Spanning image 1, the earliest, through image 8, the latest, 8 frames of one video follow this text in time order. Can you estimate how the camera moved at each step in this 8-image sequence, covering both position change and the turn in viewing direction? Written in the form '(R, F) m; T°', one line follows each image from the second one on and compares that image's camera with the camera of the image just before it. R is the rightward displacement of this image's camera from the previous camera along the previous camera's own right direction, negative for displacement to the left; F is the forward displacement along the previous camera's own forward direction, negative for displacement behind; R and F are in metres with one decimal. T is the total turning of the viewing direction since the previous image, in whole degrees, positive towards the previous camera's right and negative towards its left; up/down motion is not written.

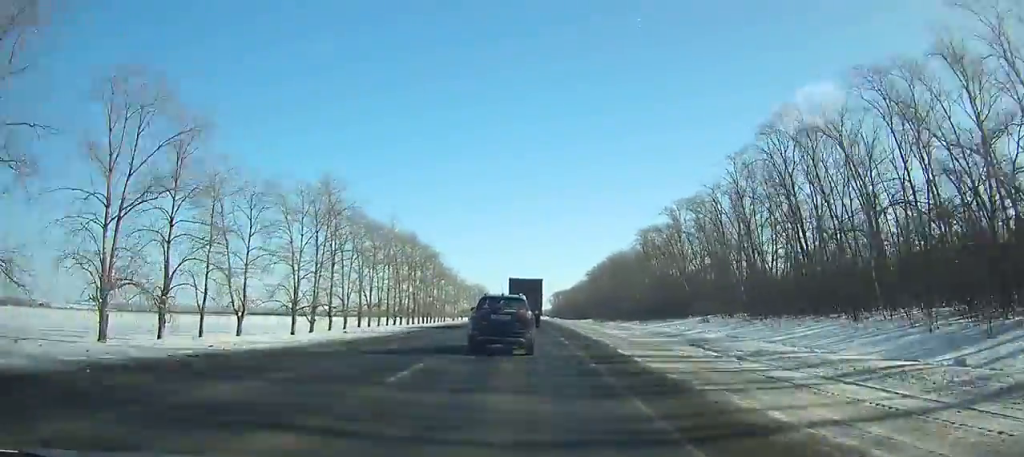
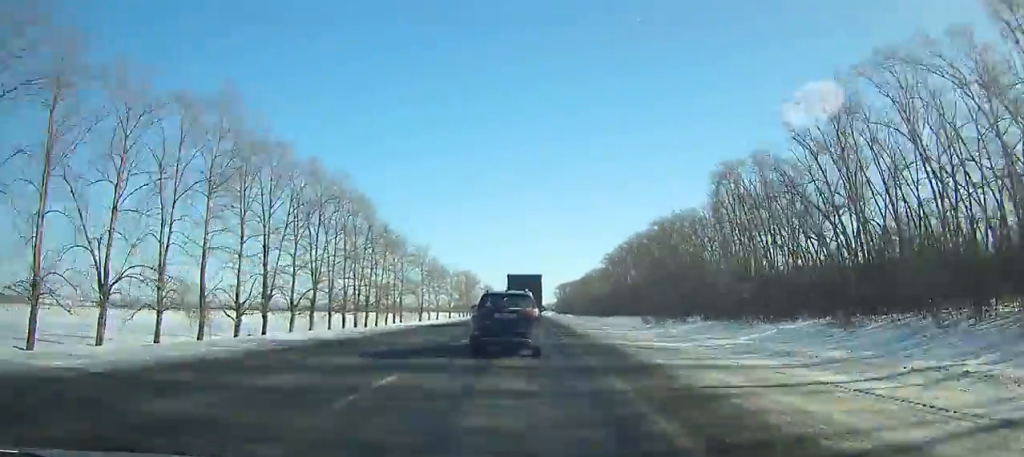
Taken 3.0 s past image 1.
(-0.1, +61.5) m; 0°
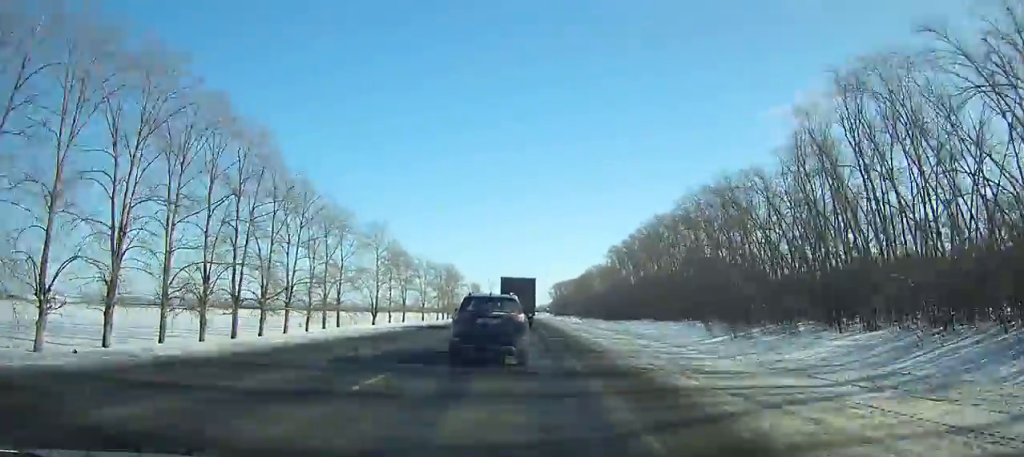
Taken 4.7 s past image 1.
(0.0, +34.5) m; 0°
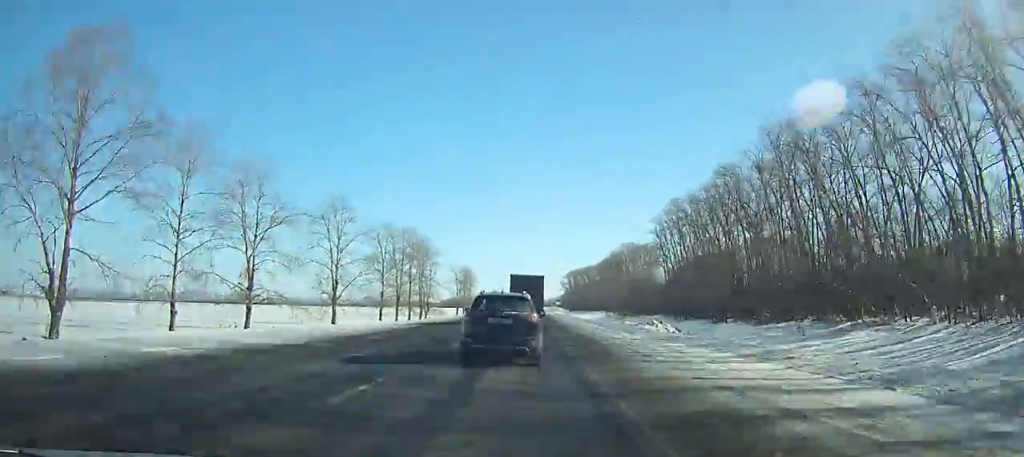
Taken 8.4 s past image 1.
(+0.3, +73.4) m; 0°
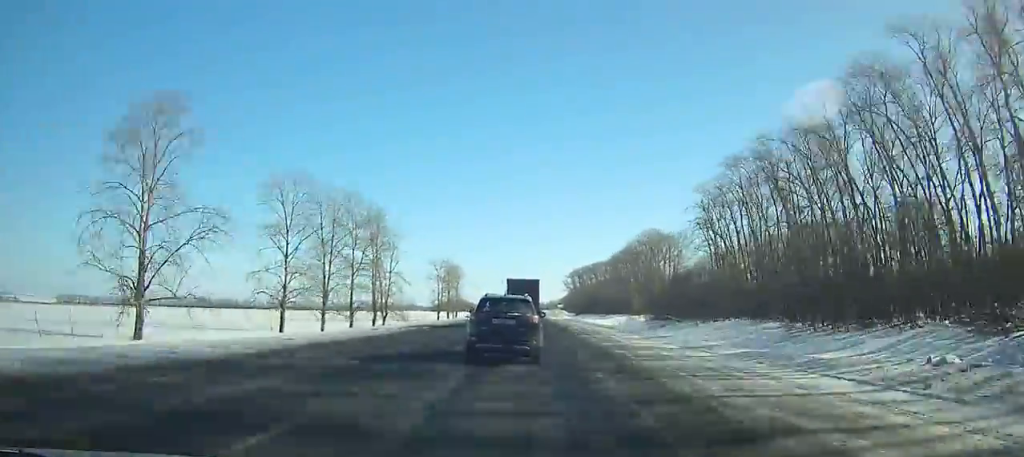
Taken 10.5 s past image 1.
(-0.1, +40.9) m; 0°
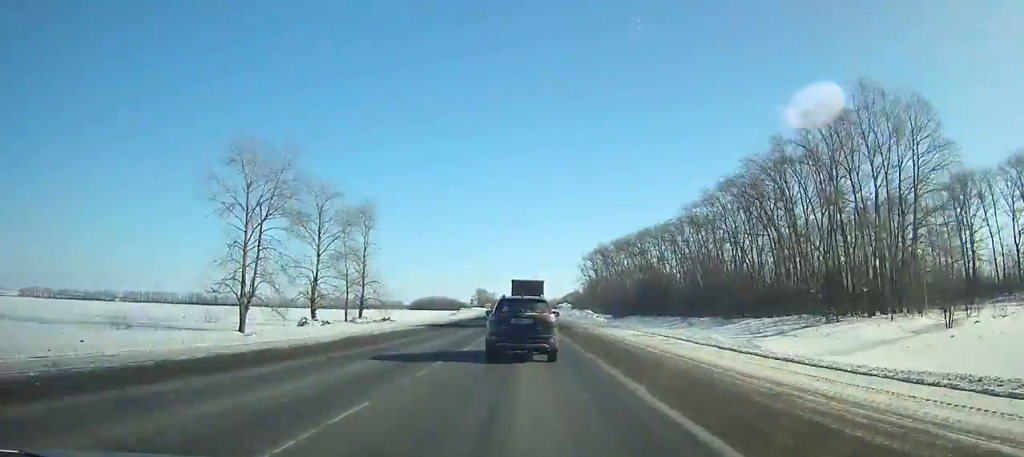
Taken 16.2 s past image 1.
(-0.2, +108.3) m; 0°
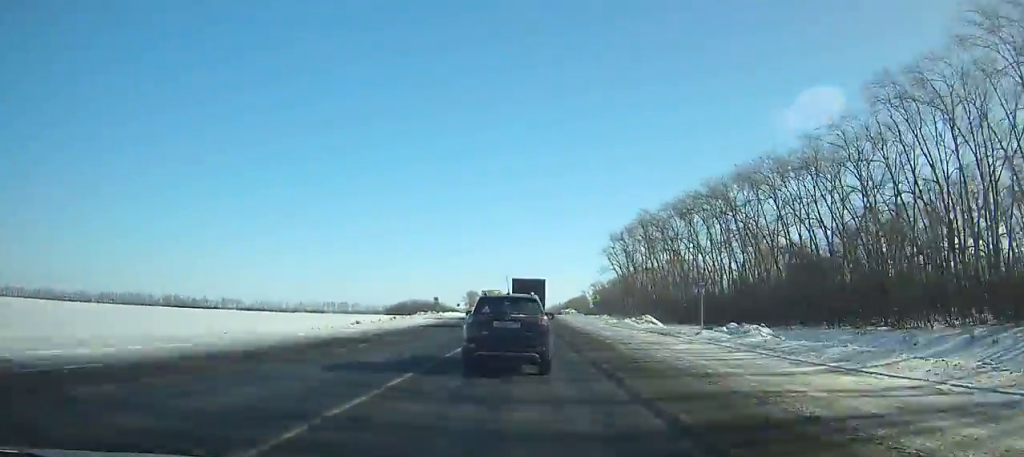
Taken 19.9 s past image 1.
(+0.2, +68.3) m; 0°
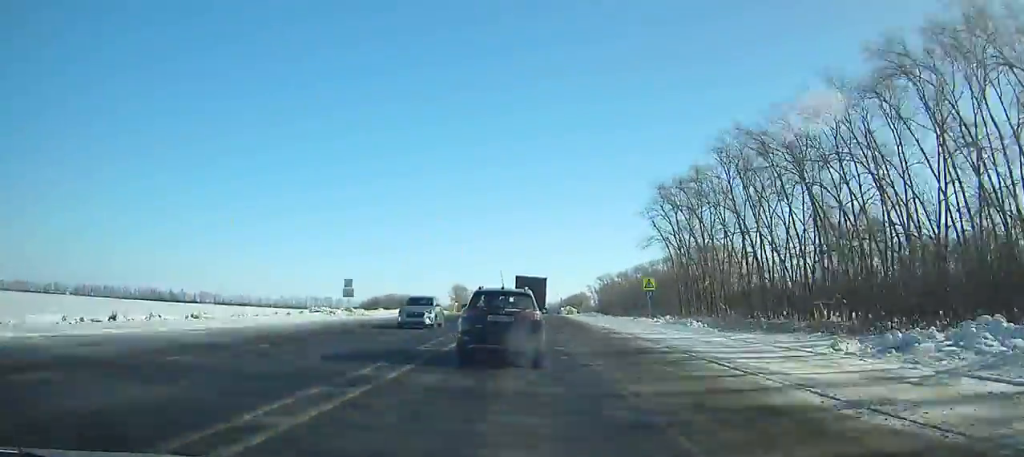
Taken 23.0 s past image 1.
(+0.3, +56.4) m; 0°
